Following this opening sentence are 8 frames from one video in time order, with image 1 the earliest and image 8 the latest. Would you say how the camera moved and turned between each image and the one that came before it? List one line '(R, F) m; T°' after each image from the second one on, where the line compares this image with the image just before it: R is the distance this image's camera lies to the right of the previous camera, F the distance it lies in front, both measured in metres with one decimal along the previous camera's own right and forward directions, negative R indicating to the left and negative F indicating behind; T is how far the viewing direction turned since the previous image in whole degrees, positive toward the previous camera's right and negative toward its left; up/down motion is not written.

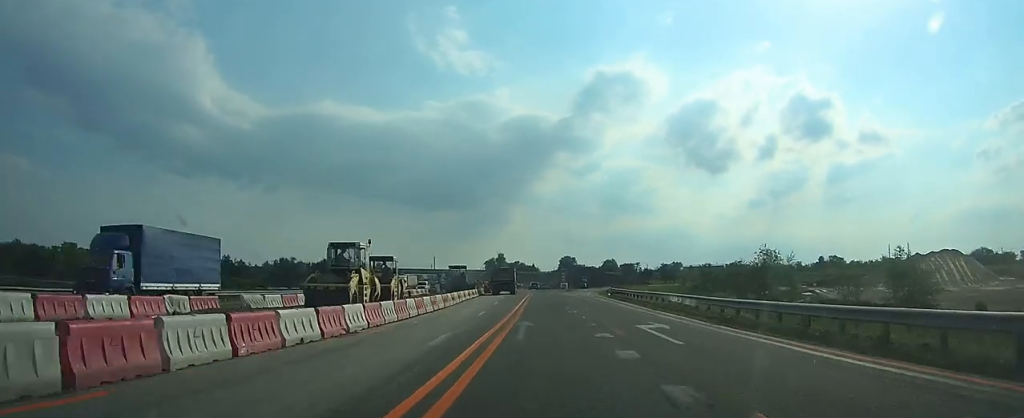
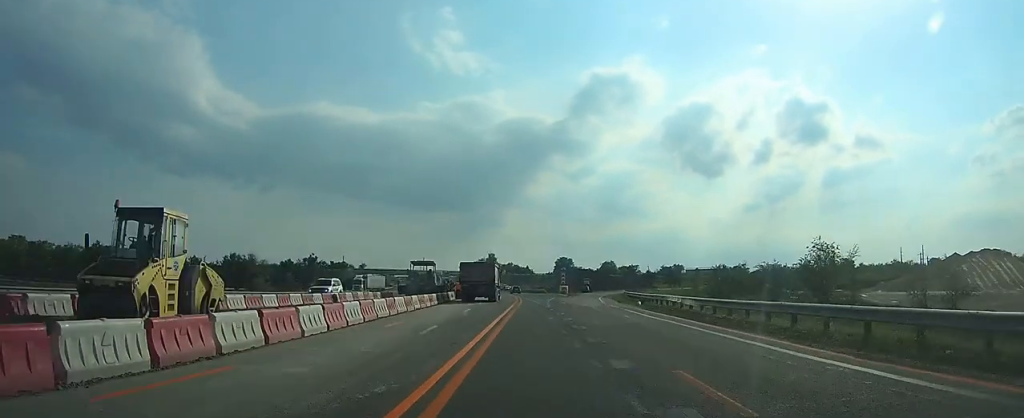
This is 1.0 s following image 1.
(+0.1, +21.1) m; 0°
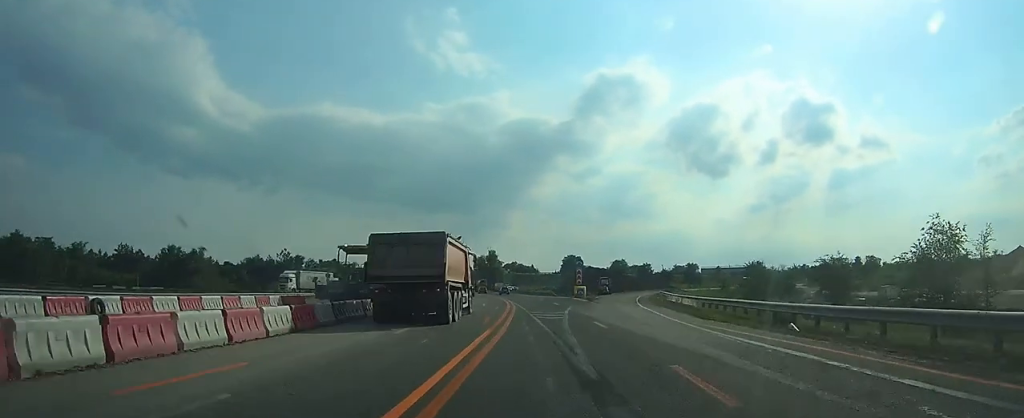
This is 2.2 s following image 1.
(+0.1, +23.7) m; 0°
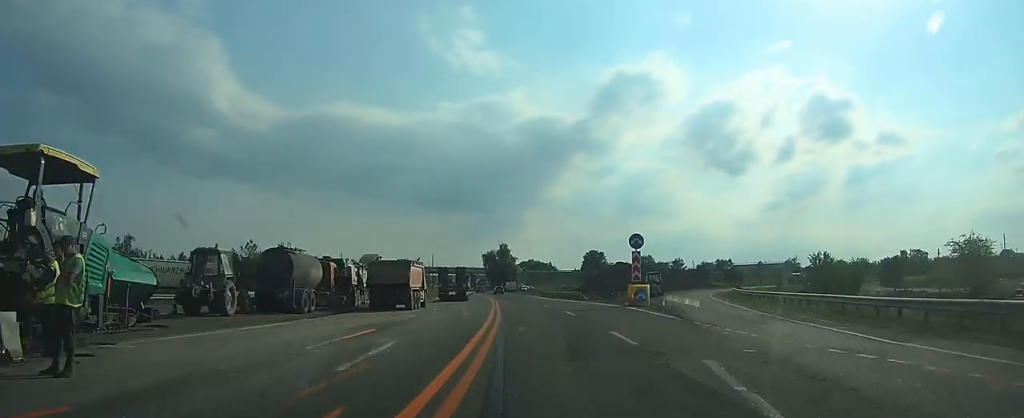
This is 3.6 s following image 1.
(-0.2, +28.3) m; -1°
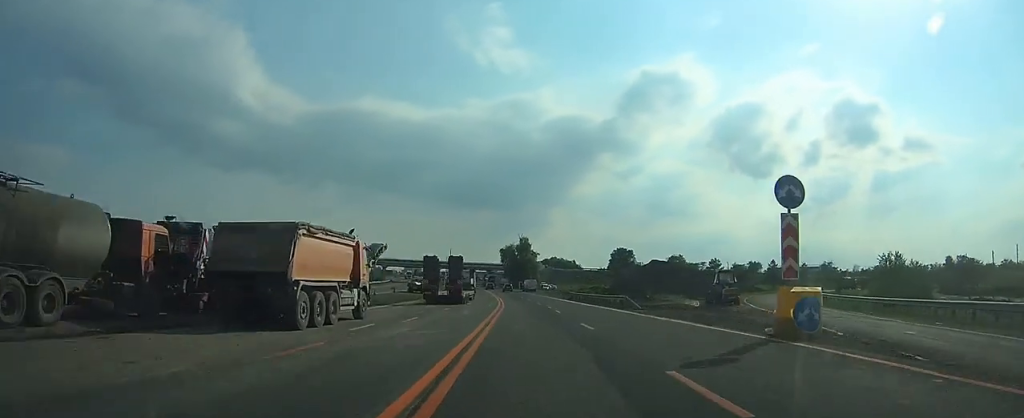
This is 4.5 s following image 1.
(-0.2, +18.8) m; -1°
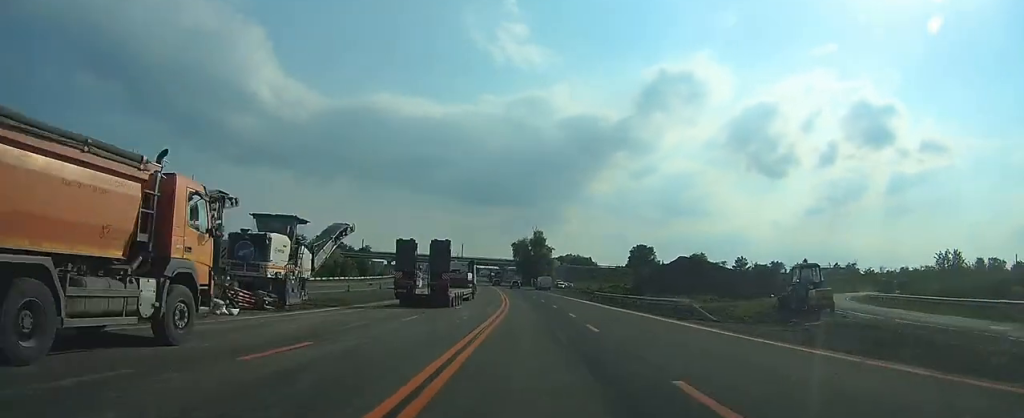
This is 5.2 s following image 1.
(-0.1, +12.8) m; -1°
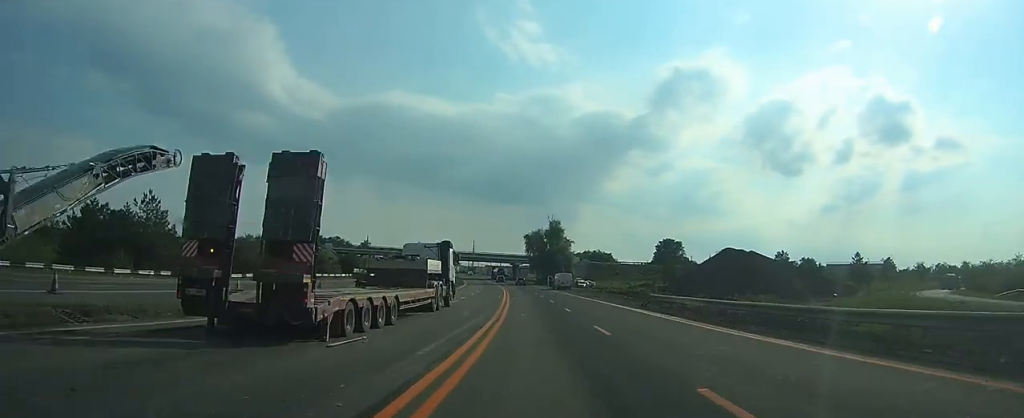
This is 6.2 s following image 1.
(-0.3, +20.9) m; -2°
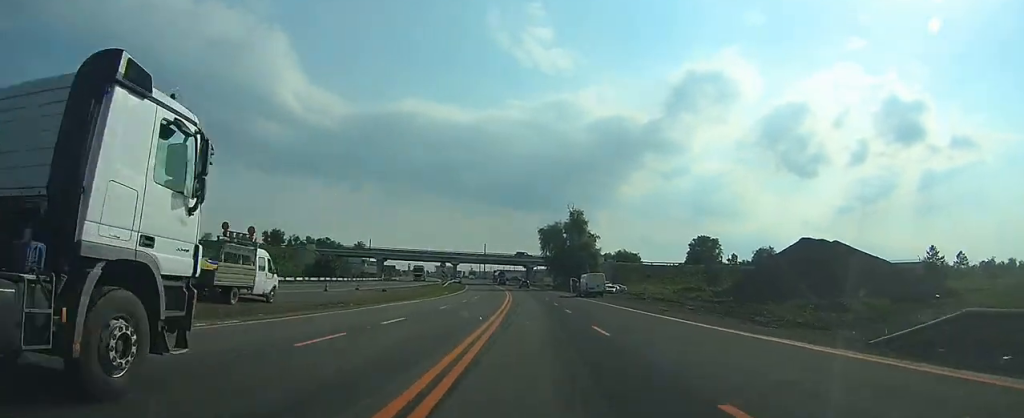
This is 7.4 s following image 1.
(-0.3, +24.4) m; -1°
